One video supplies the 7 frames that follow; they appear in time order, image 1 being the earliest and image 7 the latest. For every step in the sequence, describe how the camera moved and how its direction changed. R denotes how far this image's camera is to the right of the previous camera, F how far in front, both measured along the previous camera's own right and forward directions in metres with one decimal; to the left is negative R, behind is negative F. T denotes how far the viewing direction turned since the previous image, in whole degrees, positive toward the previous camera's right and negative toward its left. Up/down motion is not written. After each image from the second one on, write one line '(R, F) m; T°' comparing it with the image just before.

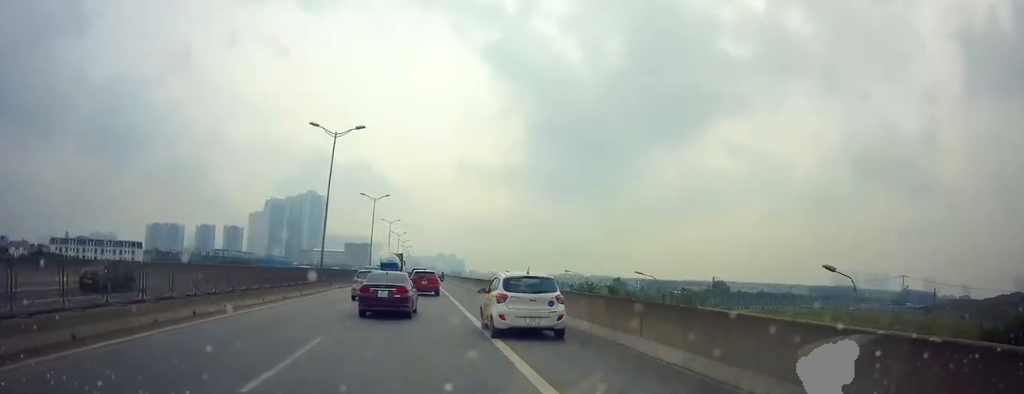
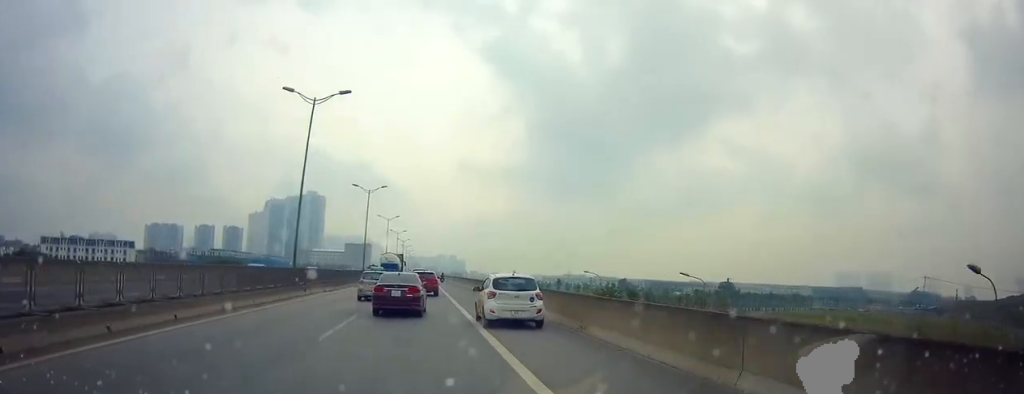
(+0.4, +9.4) m; +2°
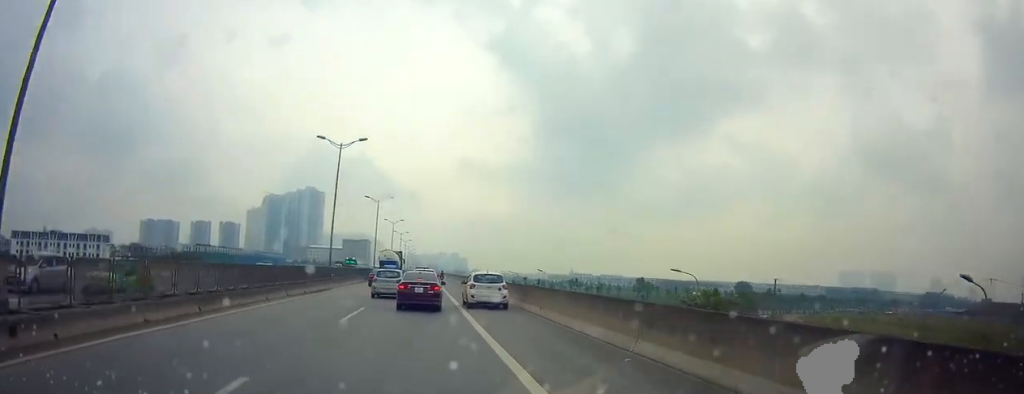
(+0.6, +26.2) m; +1°
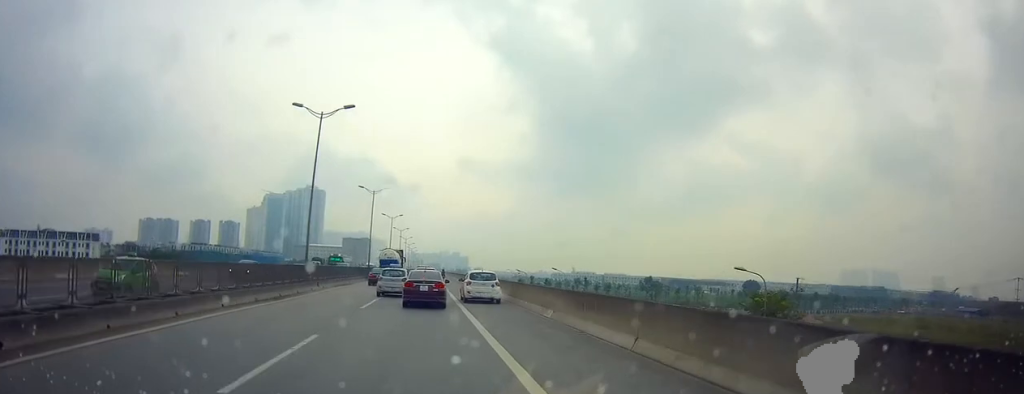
(0.0, +10.0) m; 0°
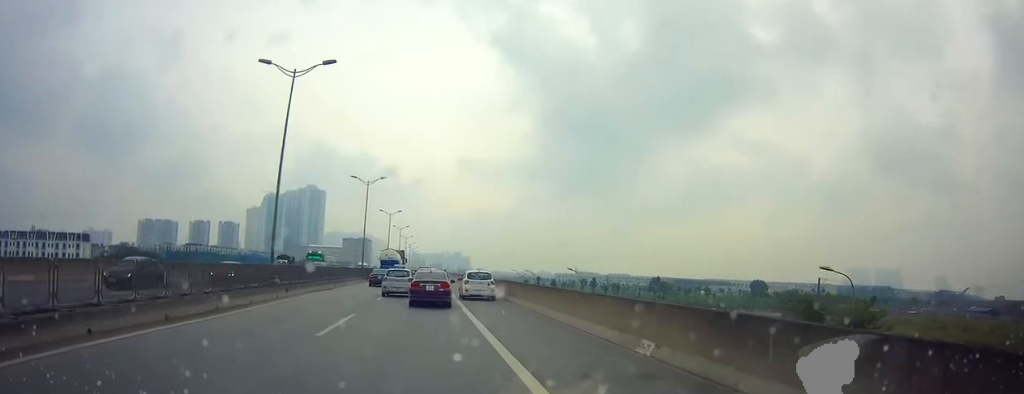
(0.0, +8.9) m; -1°
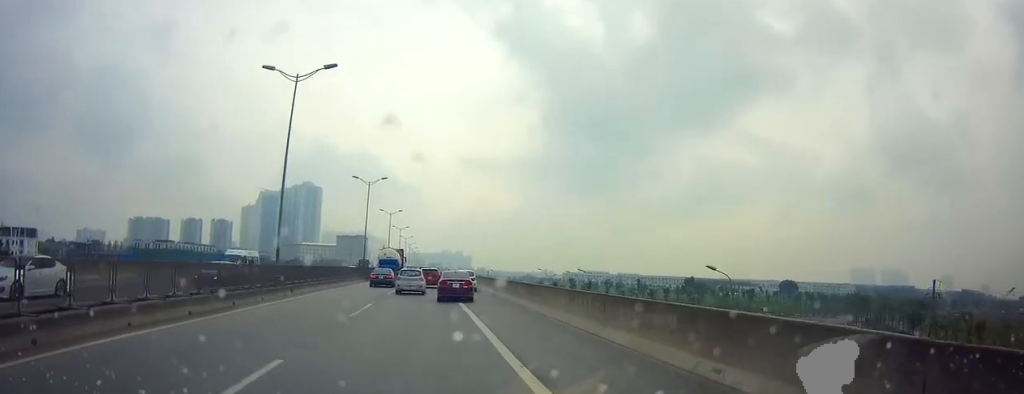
(-0.7, +40.2) m; +1°
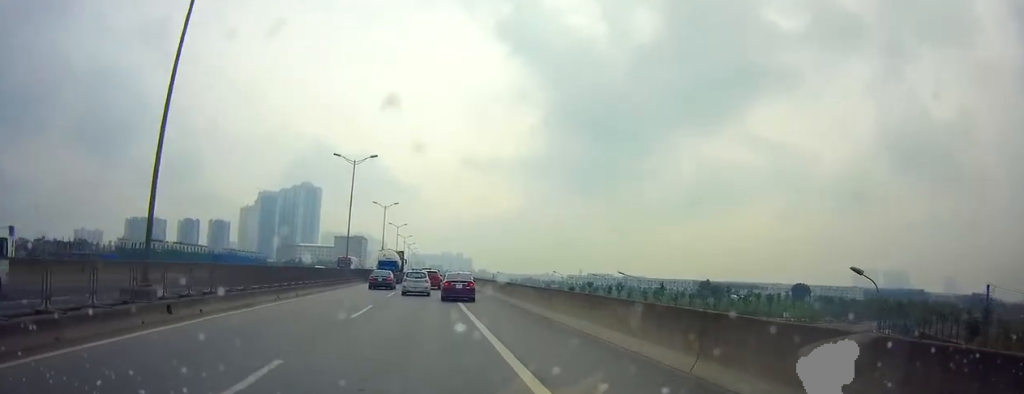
(+0.1, +15.2) m; 0°
